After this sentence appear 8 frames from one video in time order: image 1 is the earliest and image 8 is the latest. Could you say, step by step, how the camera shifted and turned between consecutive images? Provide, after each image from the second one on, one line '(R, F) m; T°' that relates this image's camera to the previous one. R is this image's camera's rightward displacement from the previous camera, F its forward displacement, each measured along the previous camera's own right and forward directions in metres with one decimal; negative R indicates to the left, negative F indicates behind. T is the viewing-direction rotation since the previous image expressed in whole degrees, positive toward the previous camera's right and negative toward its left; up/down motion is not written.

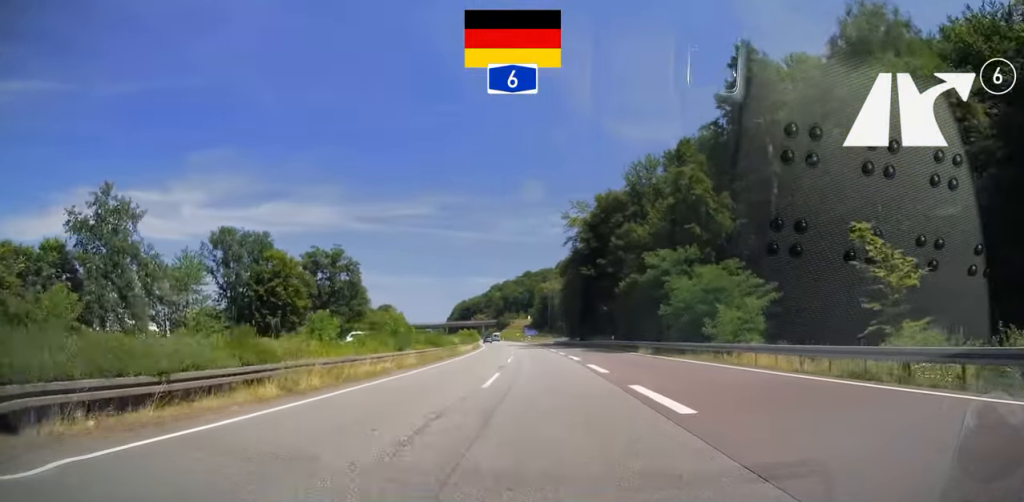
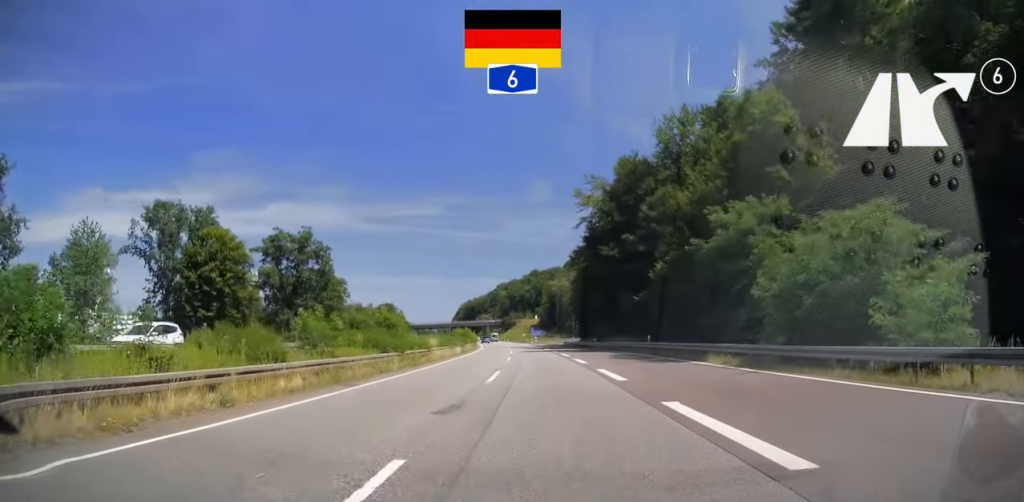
(-0.2, +16.2) m; -1°
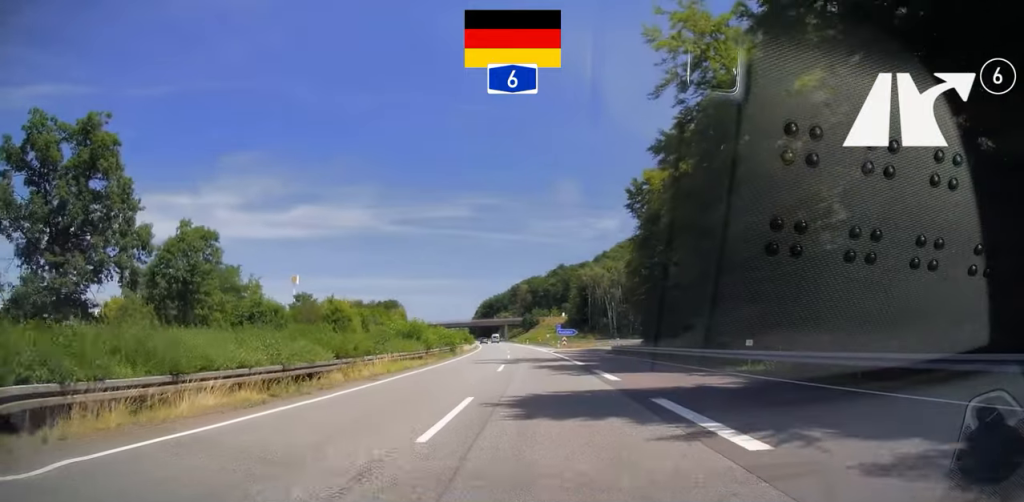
(-1.0, +46.6) m; -3°
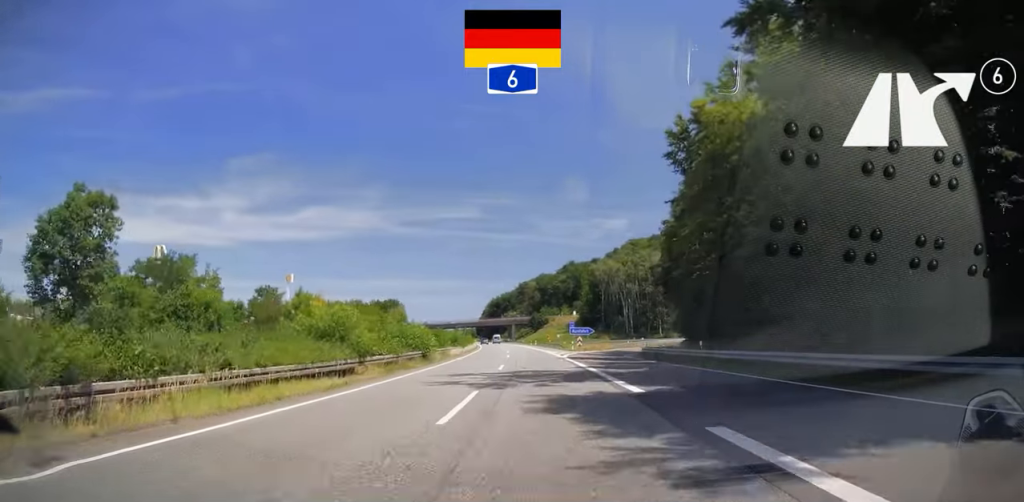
(-0.3, +16.3) m; -1°
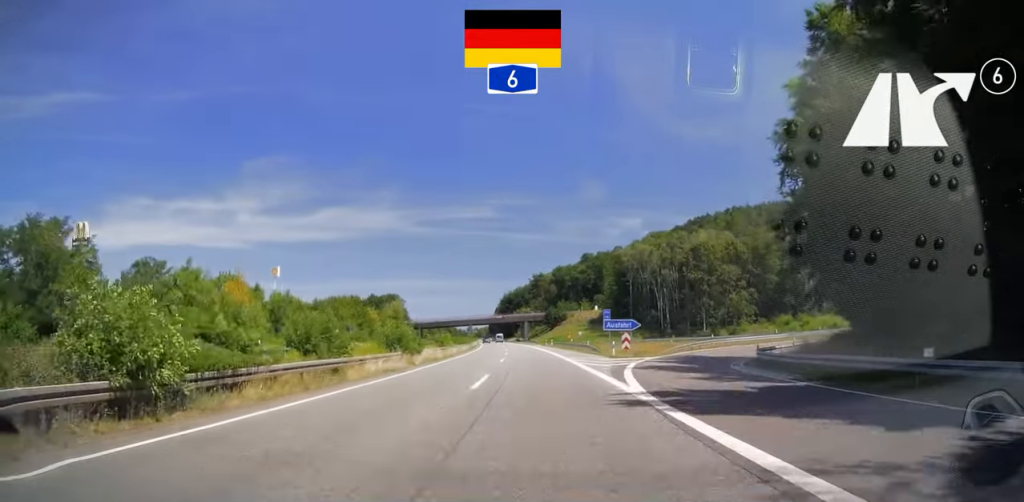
(-0.1, +29.5) m; -1°
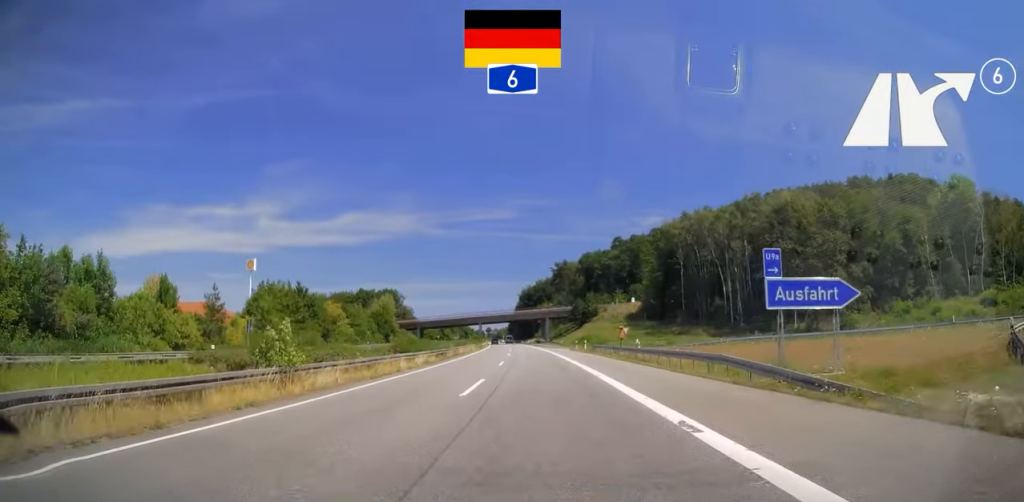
(-0.7, +37.7) m; -2°
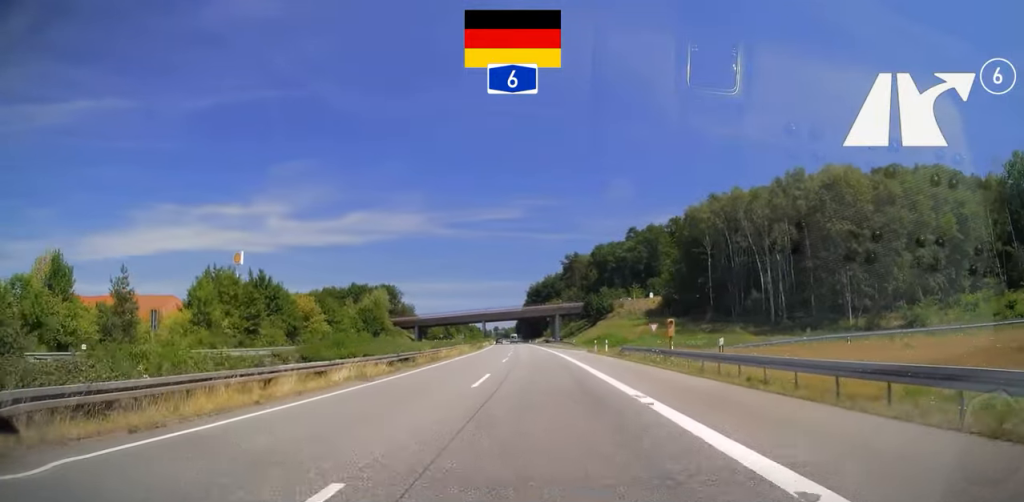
(+0.1, +15.2) m; -1°
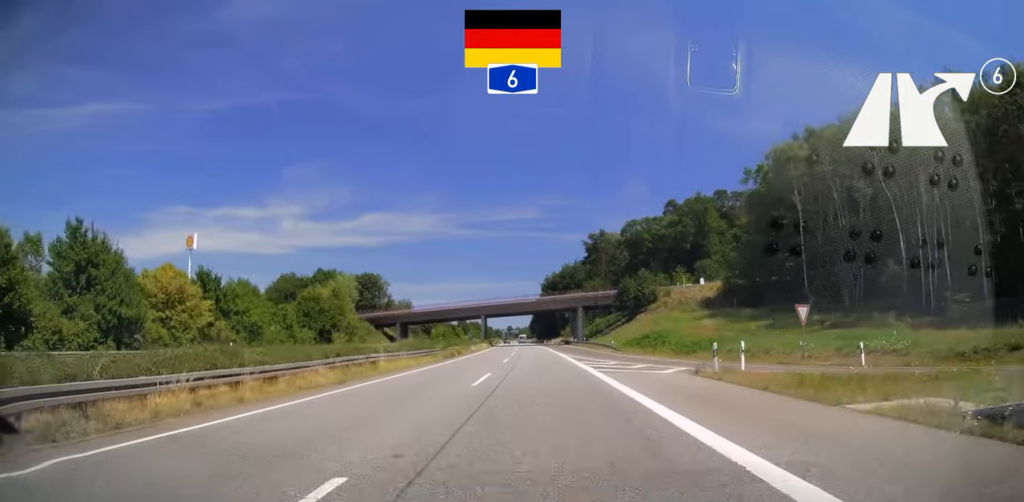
(-0.9, +36.0) m; -2°
